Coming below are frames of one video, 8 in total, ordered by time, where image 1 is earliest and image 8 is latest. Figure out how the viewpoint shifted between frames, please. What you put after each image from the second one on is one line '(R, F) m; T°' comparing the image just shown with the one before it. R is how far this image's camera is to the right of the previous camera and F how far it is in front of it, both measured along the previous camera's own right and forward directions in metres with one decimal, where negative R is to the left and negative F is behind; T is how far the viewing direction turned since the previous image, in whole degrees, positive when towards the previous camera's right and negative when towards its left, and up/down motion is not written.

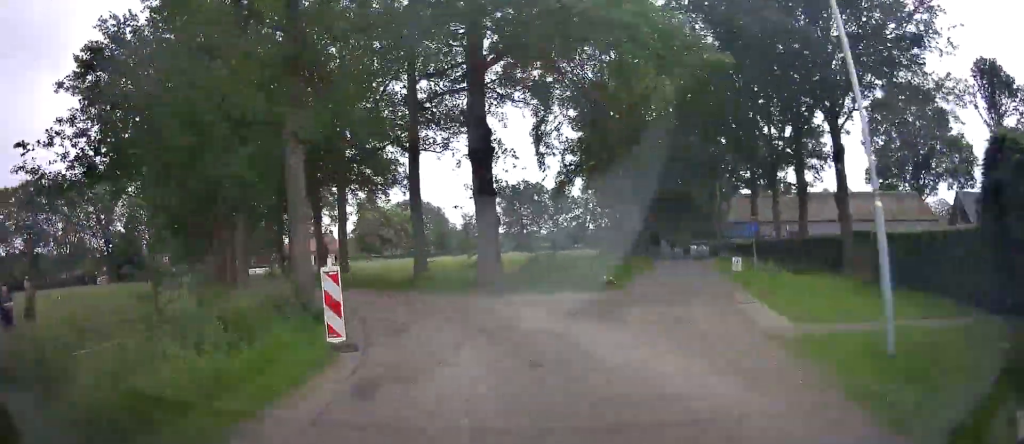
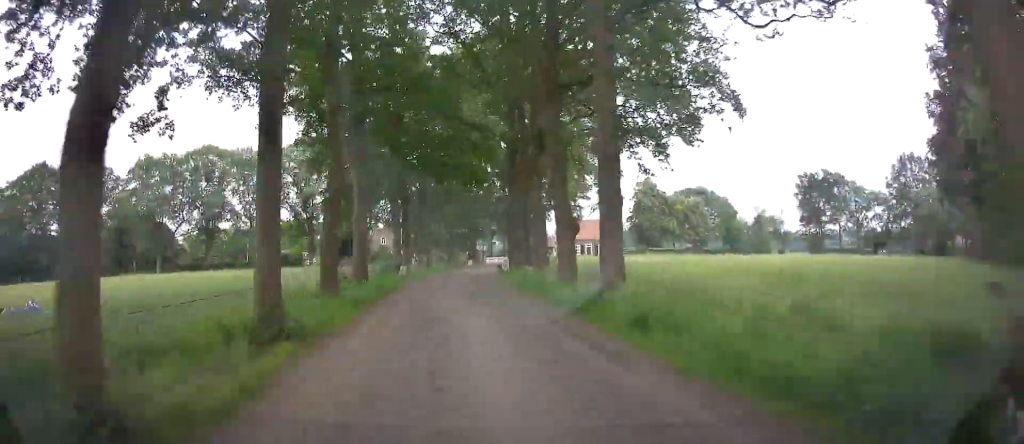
(-0.9, +18.9) m; -14°
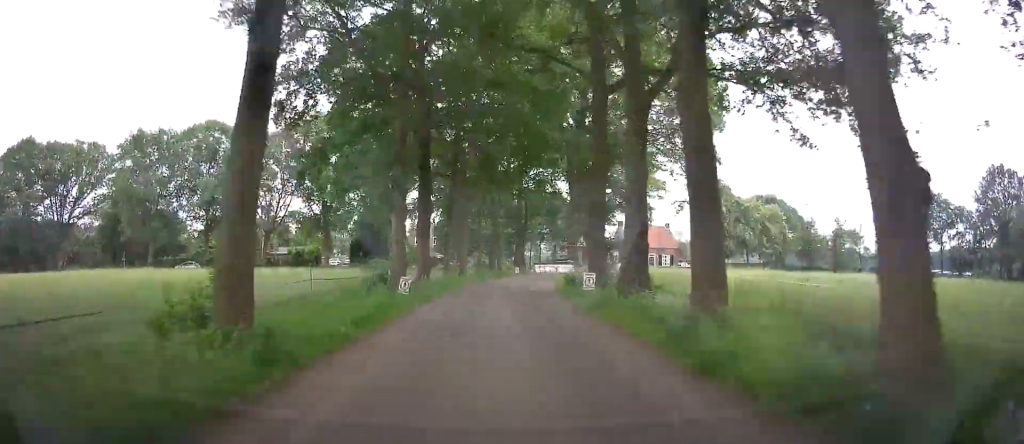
(-2.0, +13.1) m; -6°
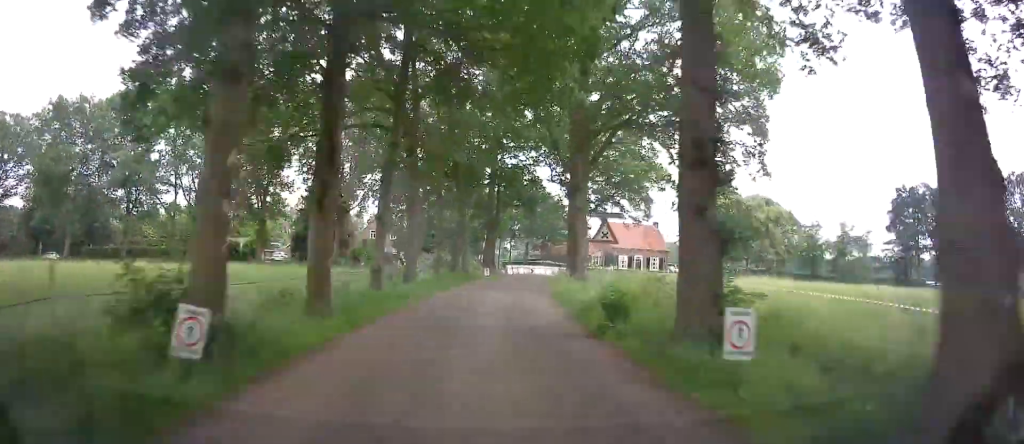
(-1.0, +10.5) m; -3°
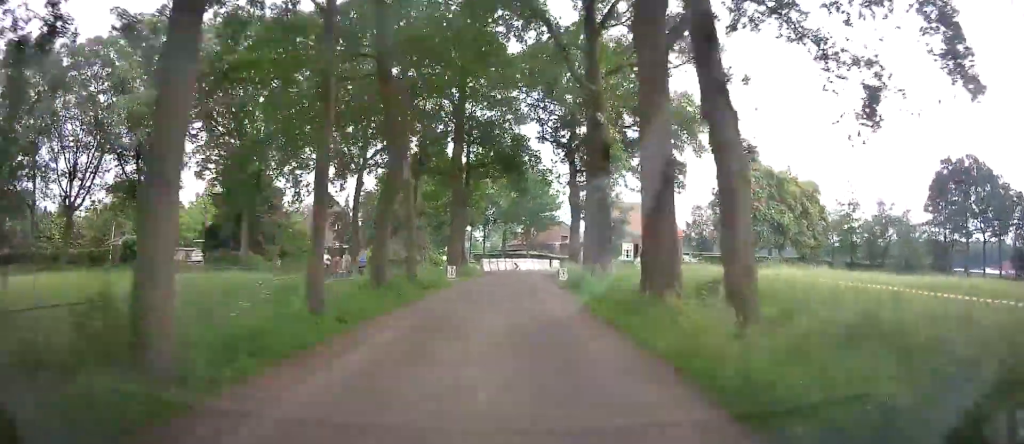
(+1.1, +16.6) m; +1°
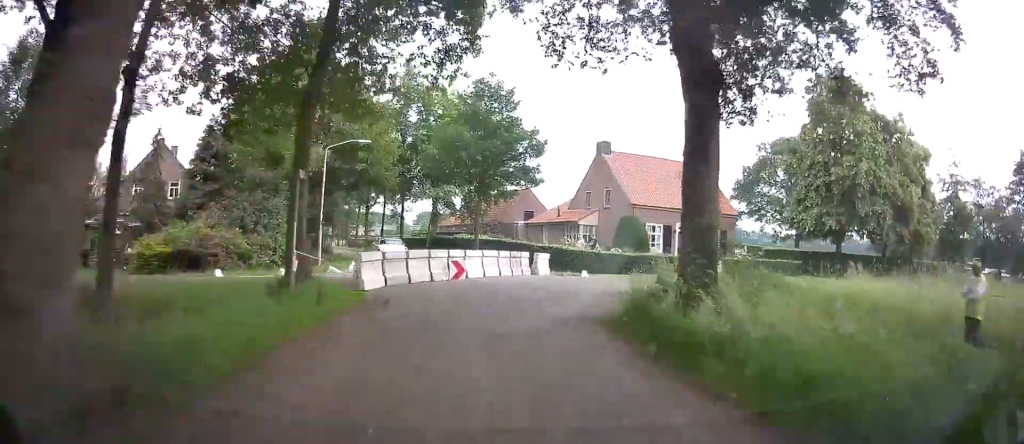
(-0.1, +29.1) m; +8°
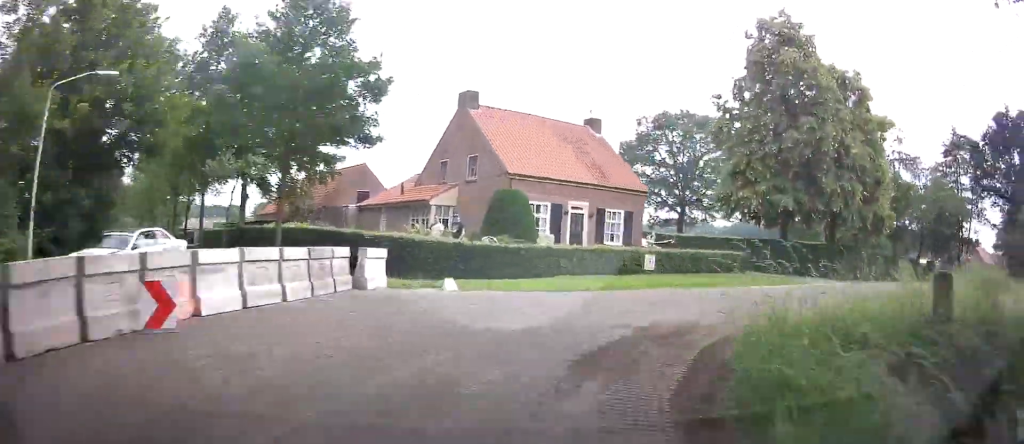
(+1.2, +13.5) m; +18°
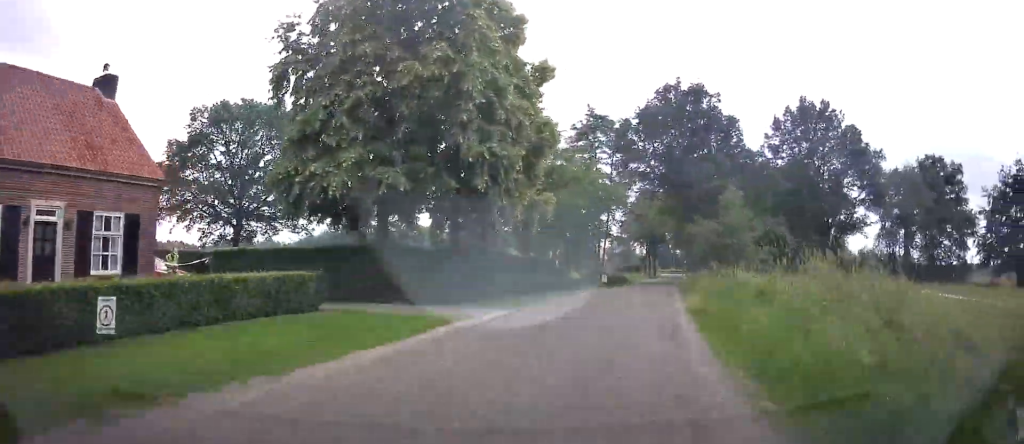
(+3.5, +12.5) m; +29°
